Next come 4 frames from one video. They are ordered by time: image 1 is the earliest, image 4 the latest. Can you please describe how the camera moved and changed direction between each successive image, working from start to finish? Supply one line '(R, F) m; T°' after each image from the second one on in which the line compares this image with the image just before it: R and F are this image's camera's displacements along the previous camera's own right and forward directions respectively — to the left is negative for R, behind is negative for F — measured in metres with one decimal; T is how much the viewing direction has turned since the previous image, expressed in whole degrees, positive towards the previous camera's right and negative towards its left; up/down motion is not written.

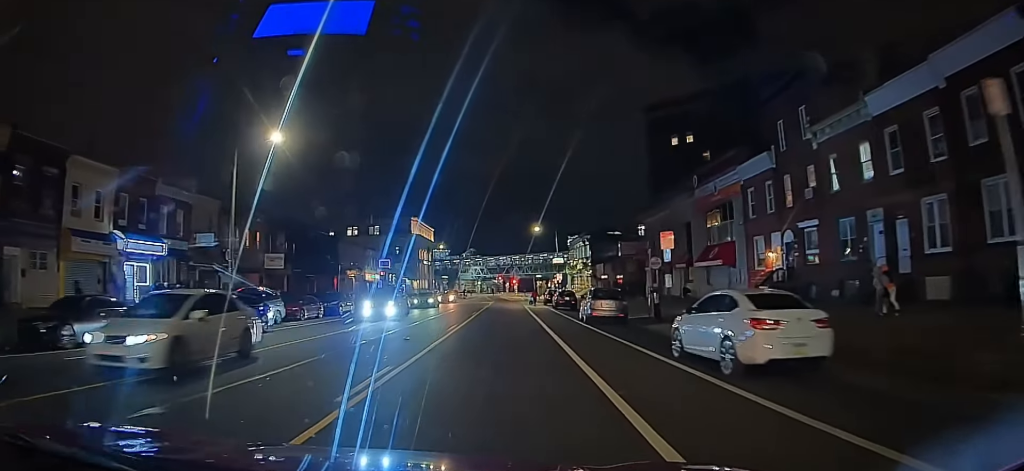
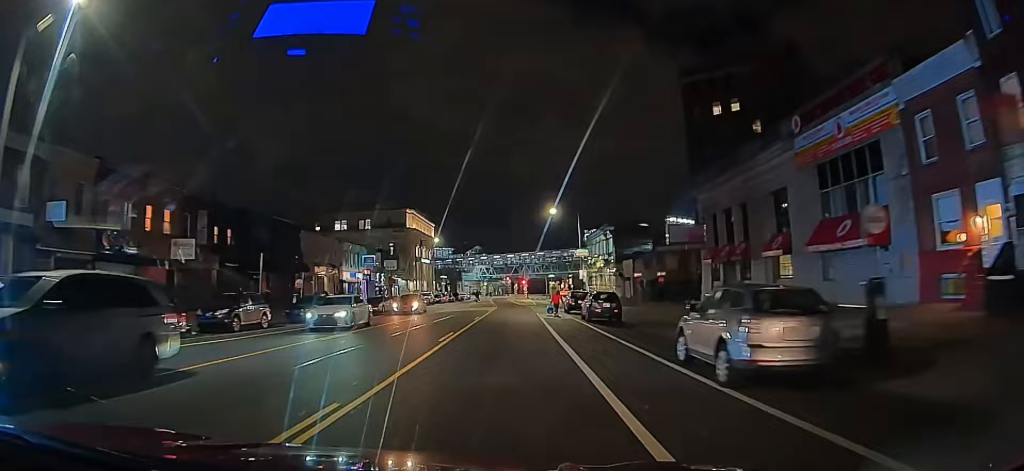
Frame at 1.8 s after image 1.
(0.0, +15.6) m; -1°
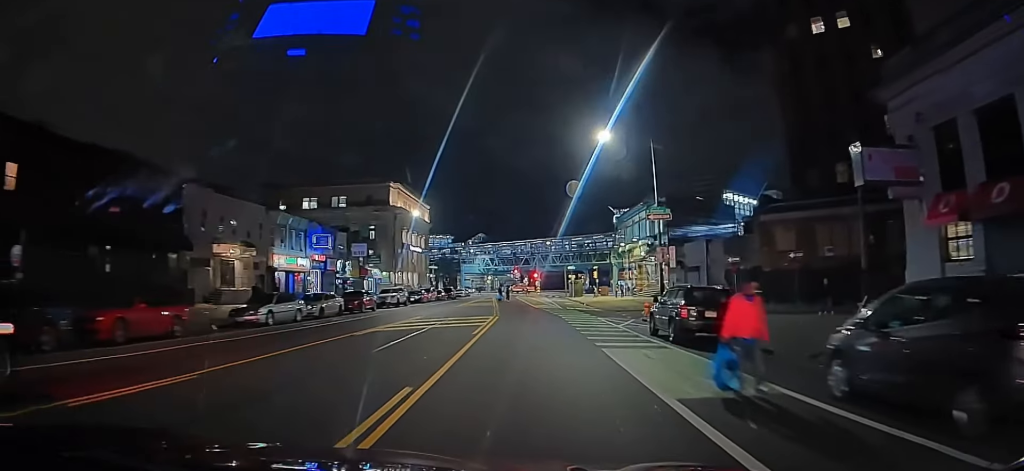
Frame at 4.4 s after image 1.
(-0.3, +22.3) m; 0°
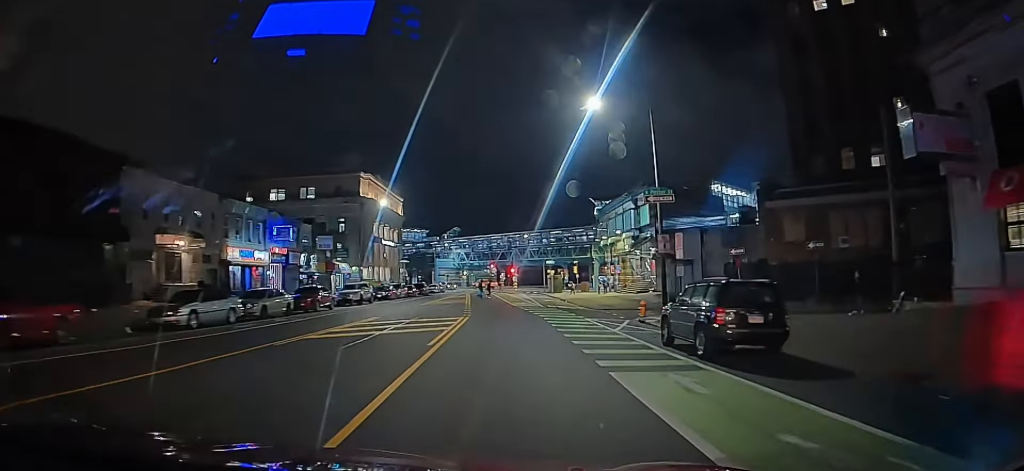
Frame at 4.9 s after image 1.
(0.0, +3.5) m; +1°
